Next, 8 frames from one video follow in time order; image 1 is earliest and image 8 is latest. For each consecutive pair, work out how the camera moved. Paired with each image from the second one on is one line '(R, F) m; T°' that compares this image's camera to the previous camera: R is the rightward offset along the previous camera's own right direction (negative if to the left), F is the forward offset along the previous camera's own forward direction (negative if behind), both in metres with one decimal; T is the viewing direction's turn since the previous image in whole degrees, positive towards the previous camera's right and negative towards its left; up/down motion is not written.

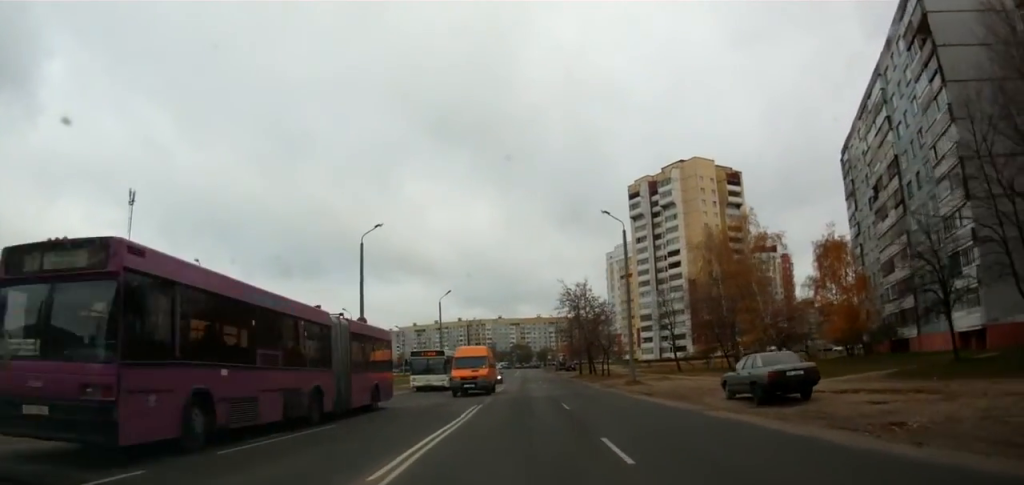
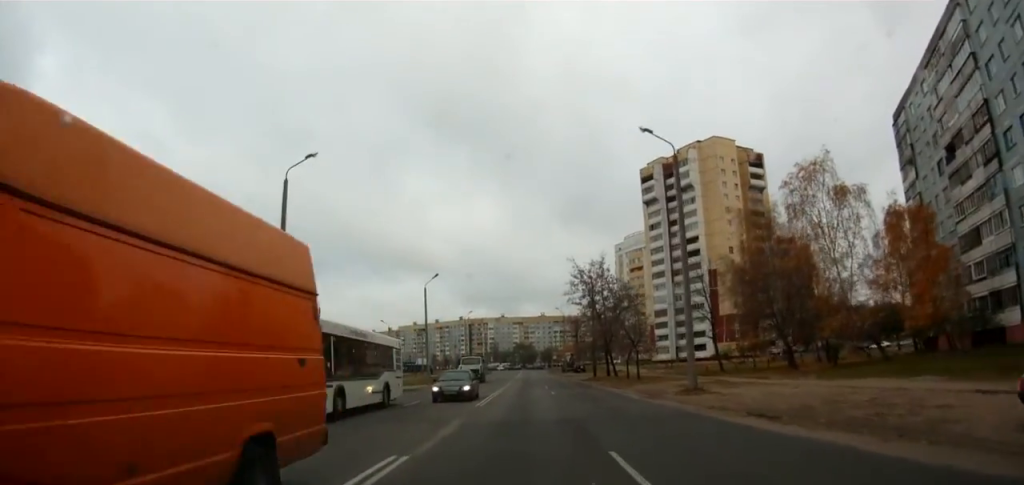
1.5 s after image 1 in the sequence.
(+0.1, +13.4) m; -1°
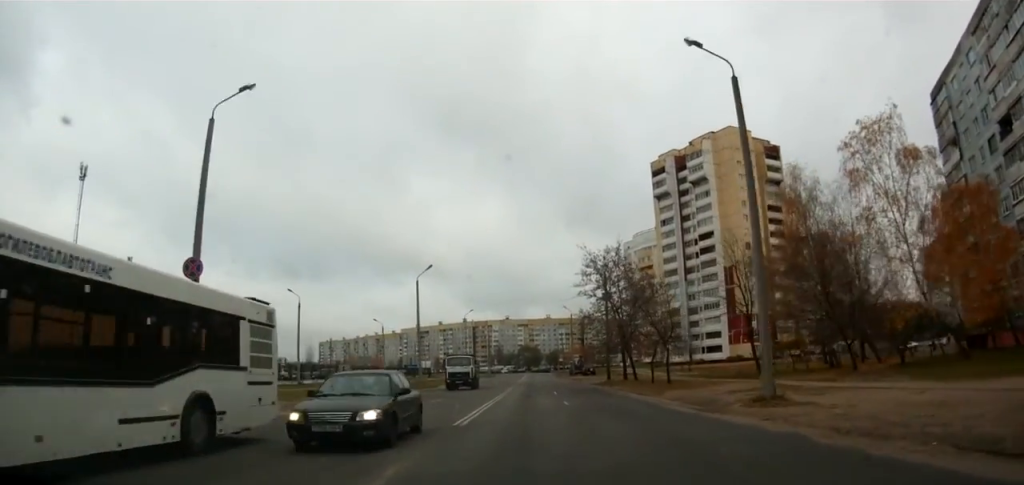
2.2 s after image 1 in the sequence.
(-0.1, +7.2) m; 0°
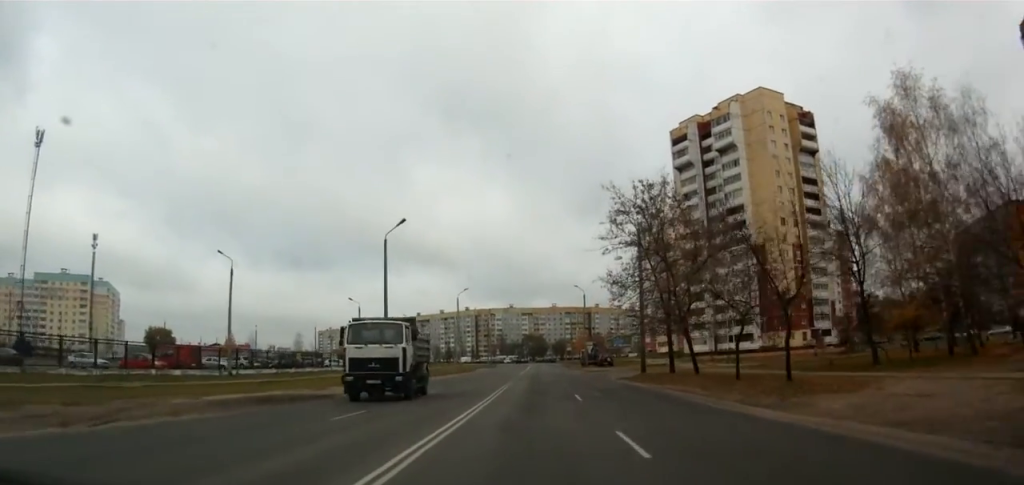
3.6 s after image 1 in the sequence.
(+0.1, +14.7) m; +1°
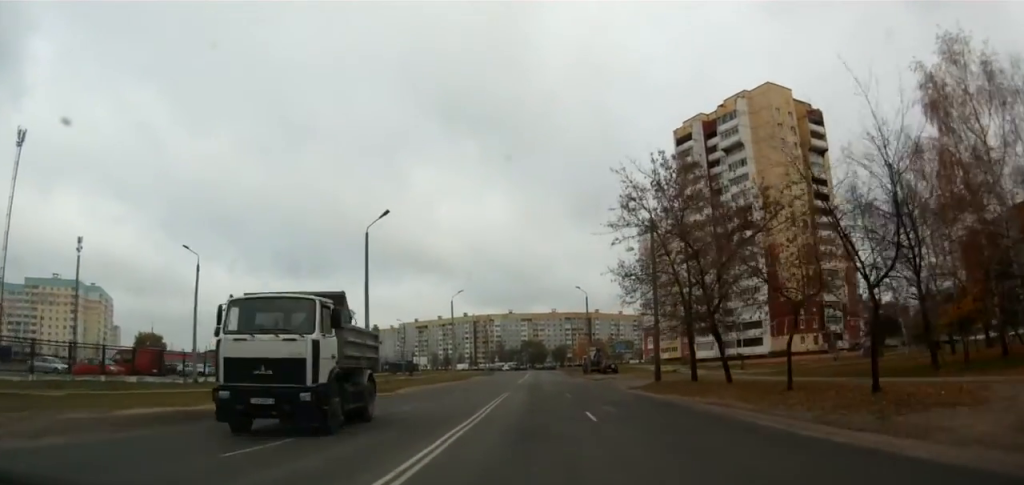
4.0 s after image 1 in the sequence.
(0.0, +5.0) m; 0°
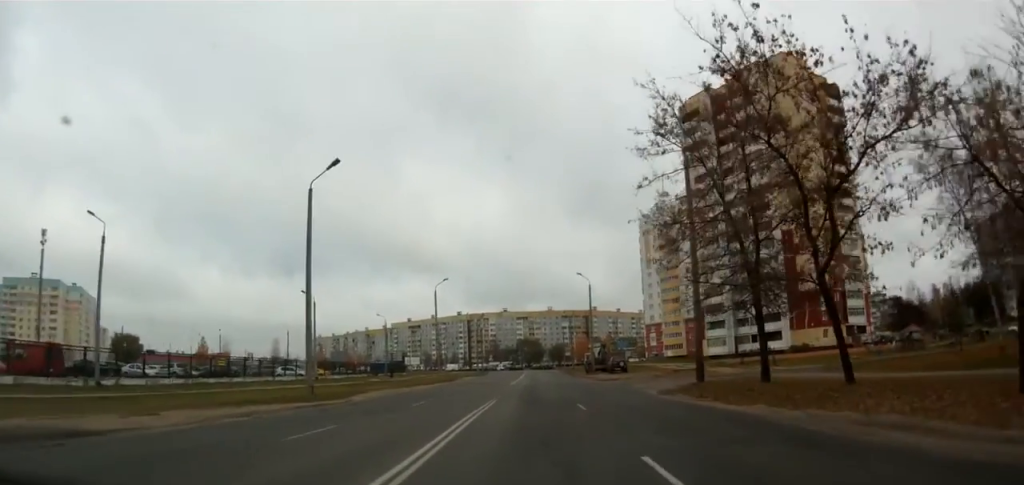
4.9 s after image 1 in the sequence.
(0.0, +10.3) m; -1°
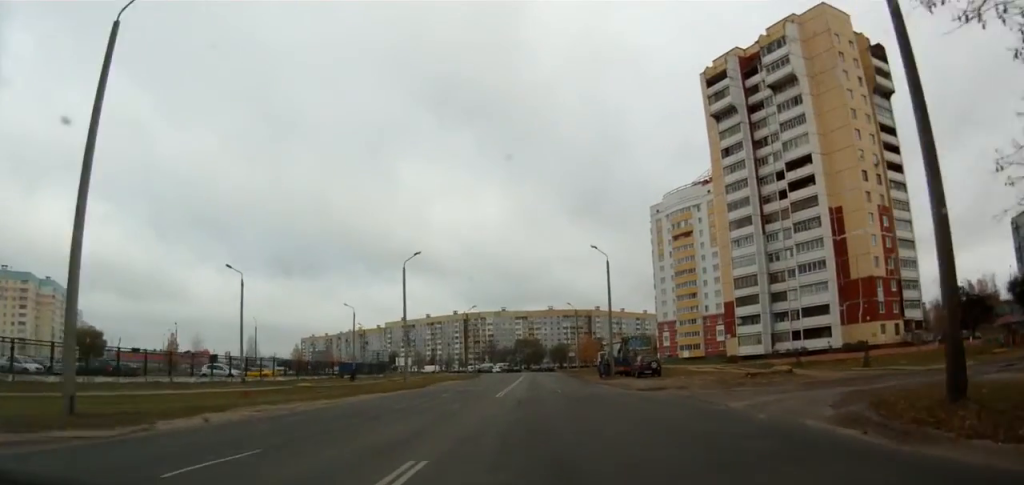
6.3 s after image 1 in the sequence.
(-0.3, +17.1) m; 0°
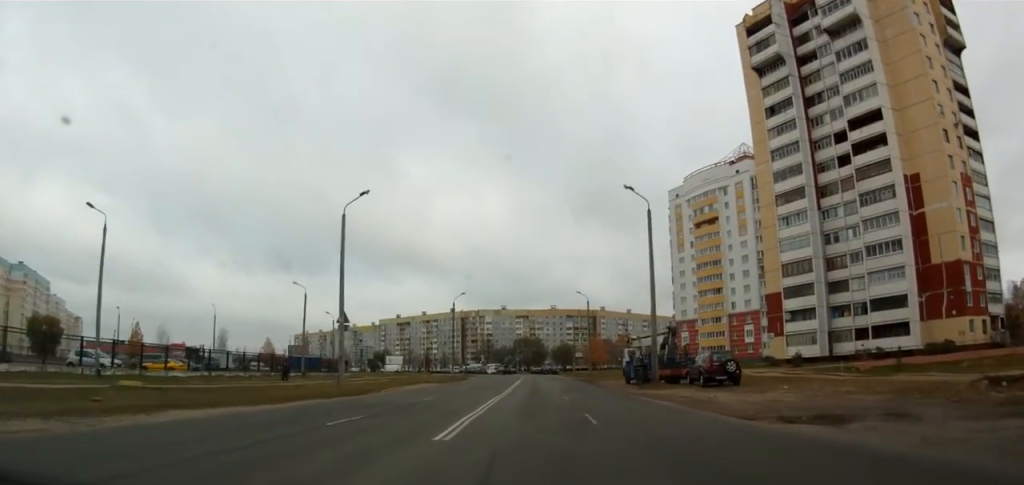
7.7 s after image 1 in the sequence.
(+0.3, +17.5) m; +1°
